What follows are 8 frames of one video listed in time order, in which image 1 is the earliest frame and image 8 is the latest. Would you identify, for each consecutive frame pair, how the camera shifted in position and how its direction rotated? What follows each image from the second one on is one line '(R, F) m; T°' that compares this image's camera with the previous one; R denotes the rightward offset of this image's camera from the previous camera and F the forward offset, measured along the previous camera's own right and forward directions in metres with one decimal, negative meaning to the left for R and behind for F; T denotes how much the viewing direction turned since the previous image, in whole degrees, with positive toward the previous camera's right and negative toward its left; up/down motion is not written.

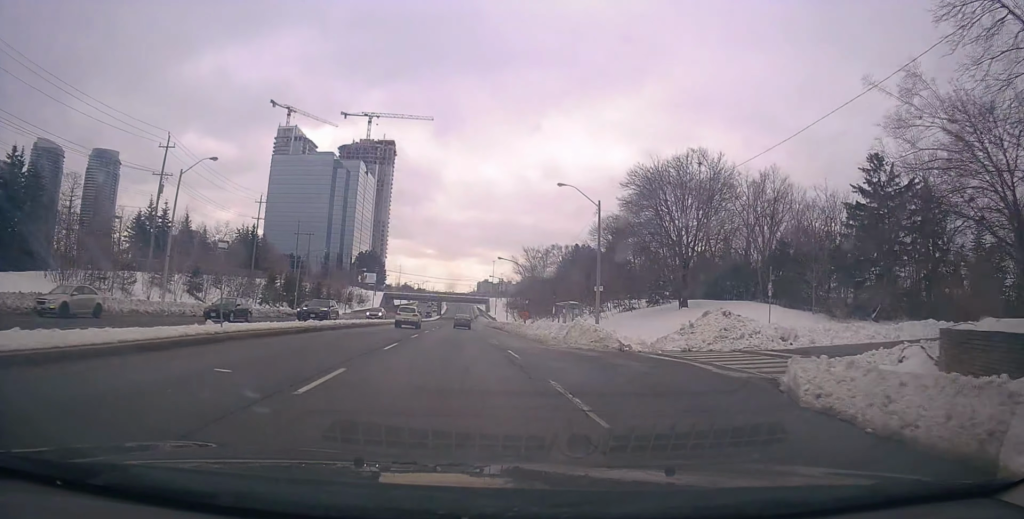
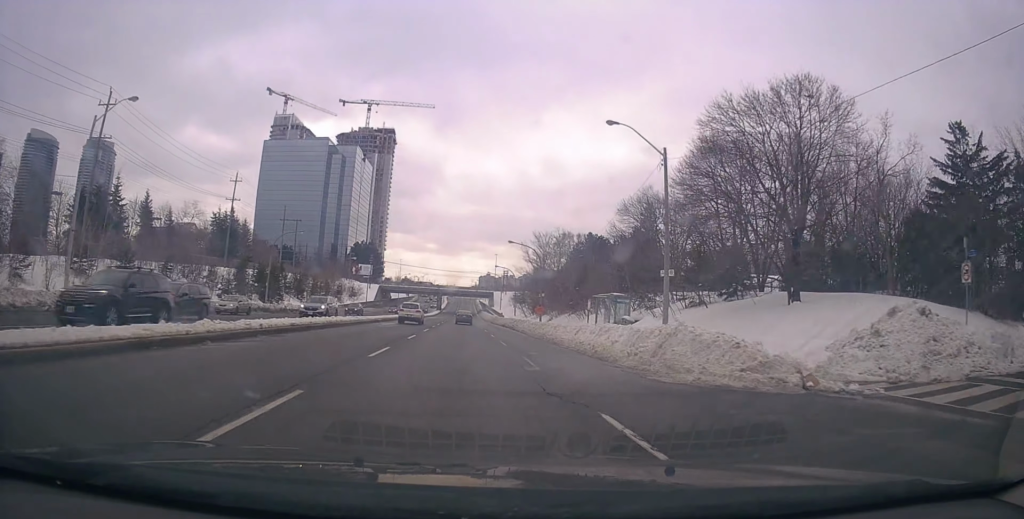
(-0.6, +12.2) m; -1°
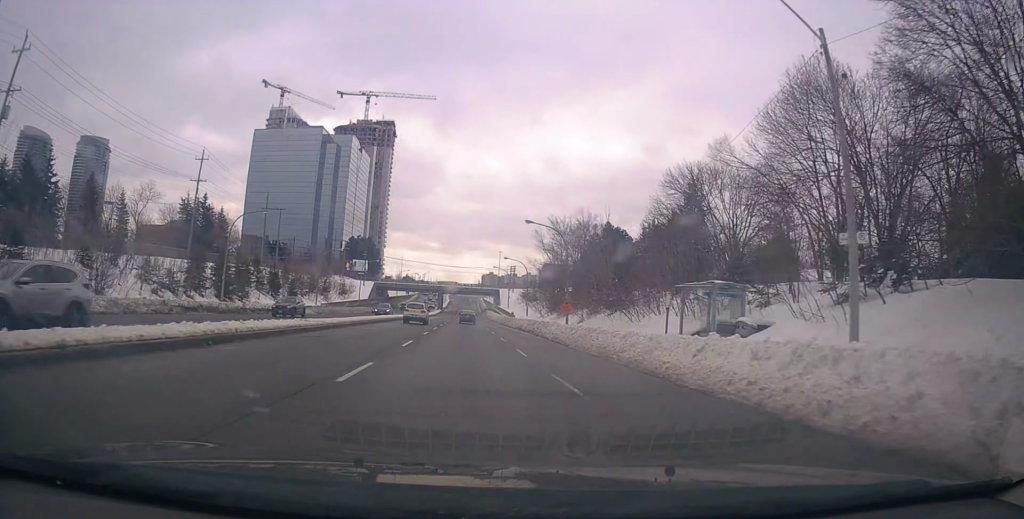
(+0.2, +13.8) m; 0°
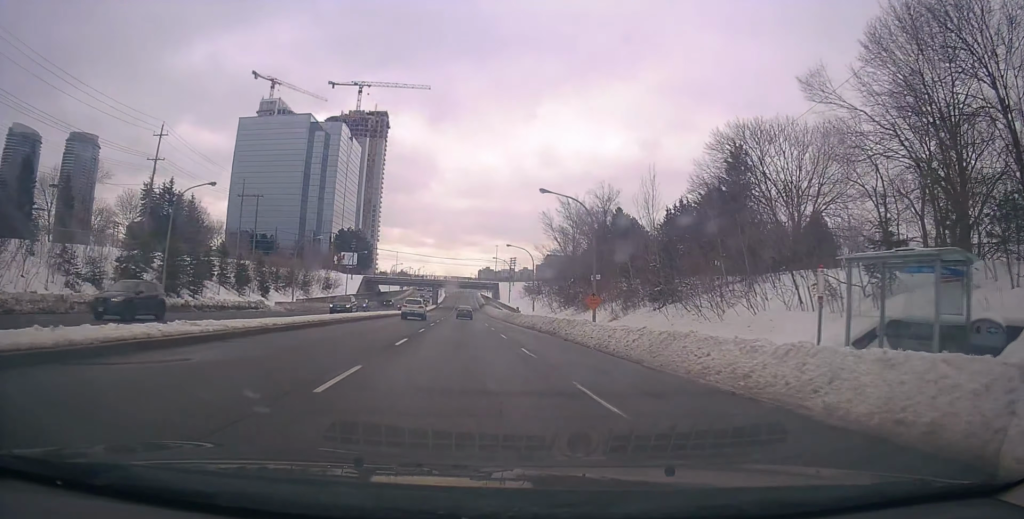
(0.0, +10.4) m; +1°
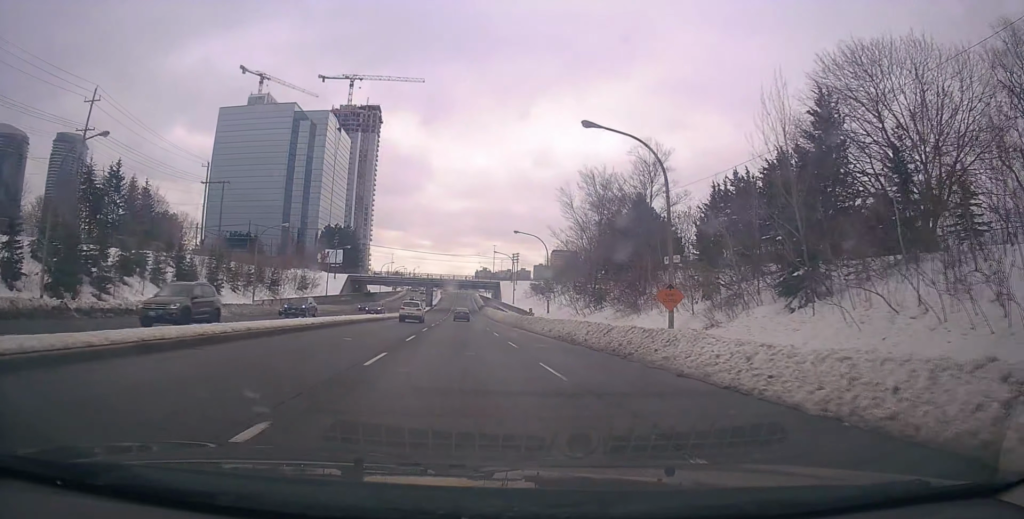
(+0.2, +13.7) m; +1°
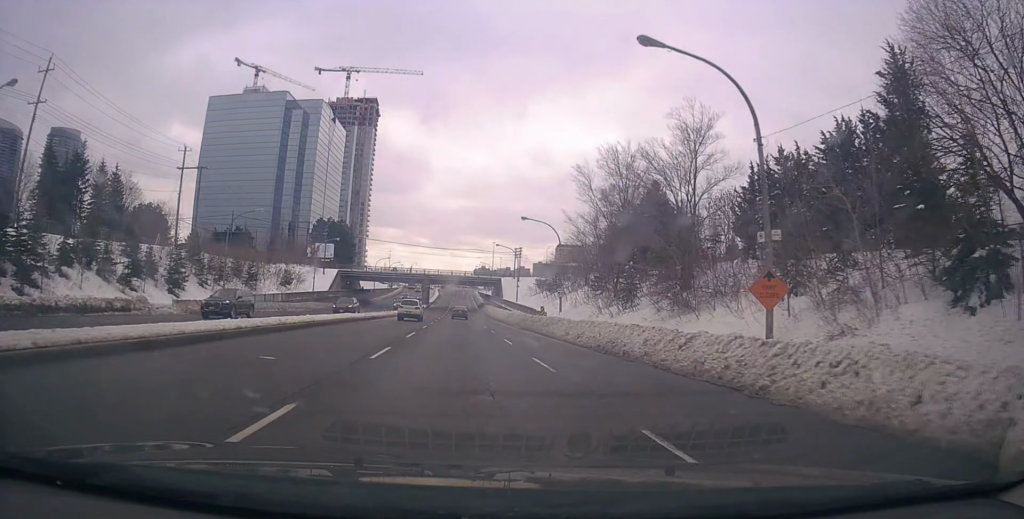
(+0.4, +7.9) m; 0°
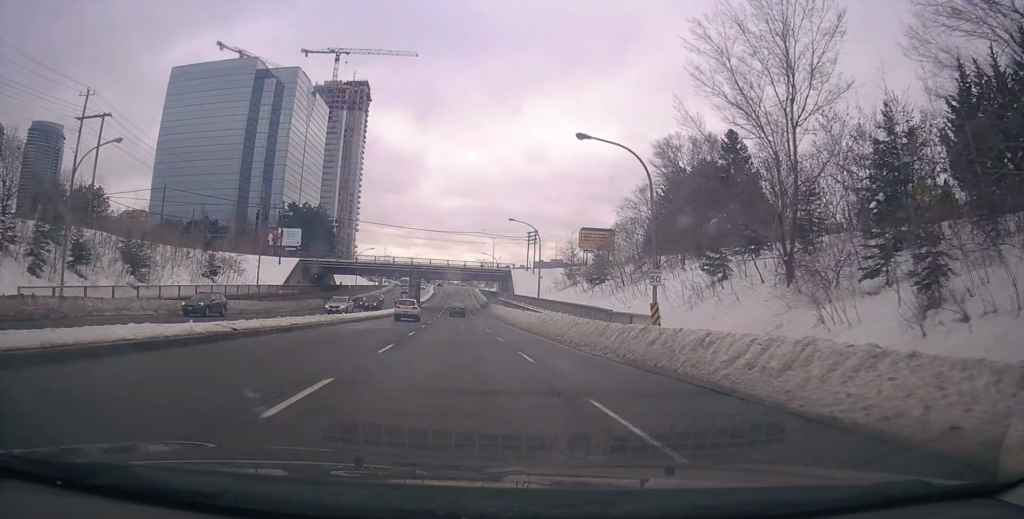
(-1.1, +24.2) m; -2°
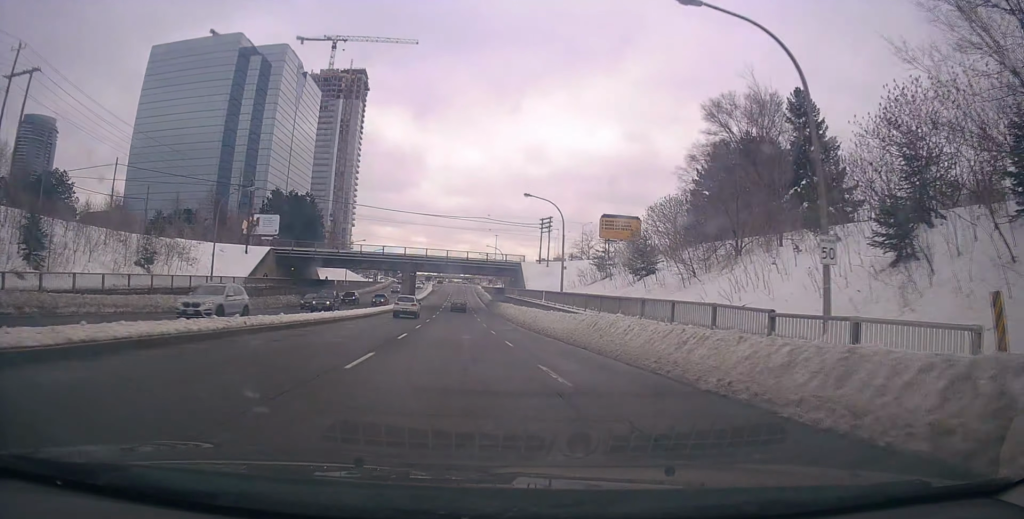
(+0.1, +13.3) m; +1°
